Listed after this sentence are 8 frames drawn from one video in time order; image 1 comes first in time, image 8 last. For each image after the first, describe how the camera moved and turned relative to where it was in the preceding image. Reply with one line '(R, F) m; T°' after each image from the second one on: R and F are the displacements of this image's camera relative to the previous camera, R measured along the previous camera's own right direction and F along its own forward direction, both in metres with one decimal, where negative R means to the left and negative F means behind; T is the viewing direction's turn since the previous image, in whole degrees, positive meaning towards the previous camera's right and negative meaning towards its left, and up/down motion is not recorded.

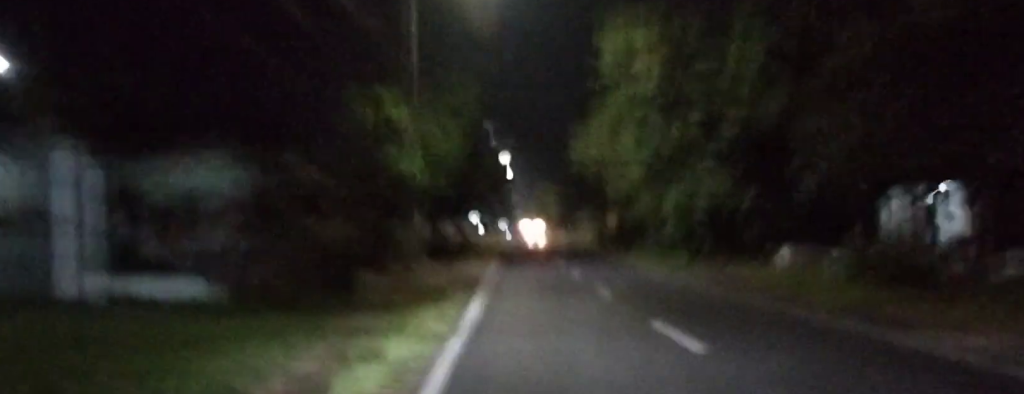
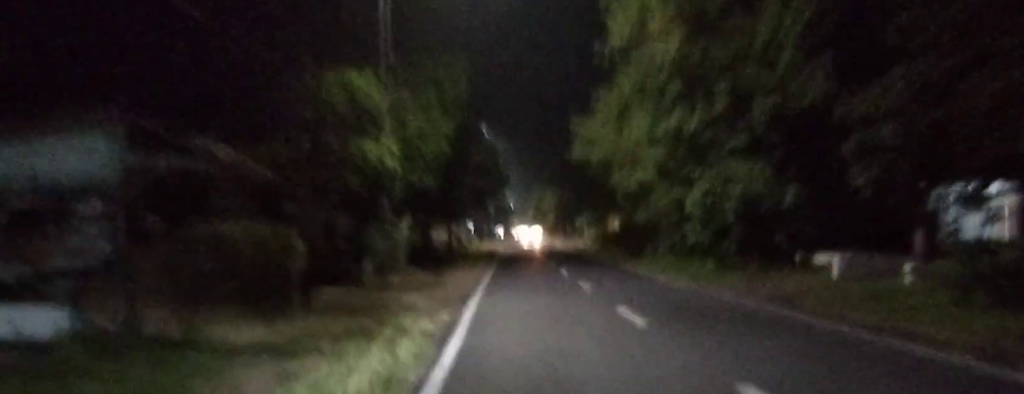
(0.0, +4.9) m; 0°
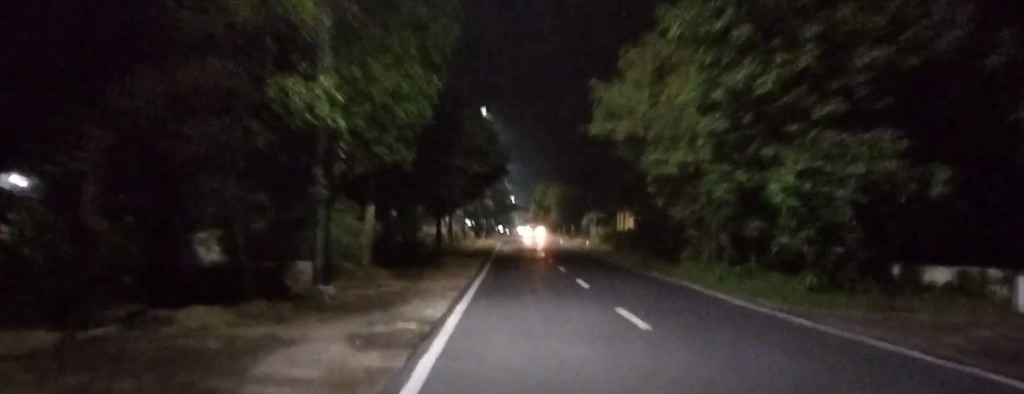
(0.0, +9.1) m; 0°
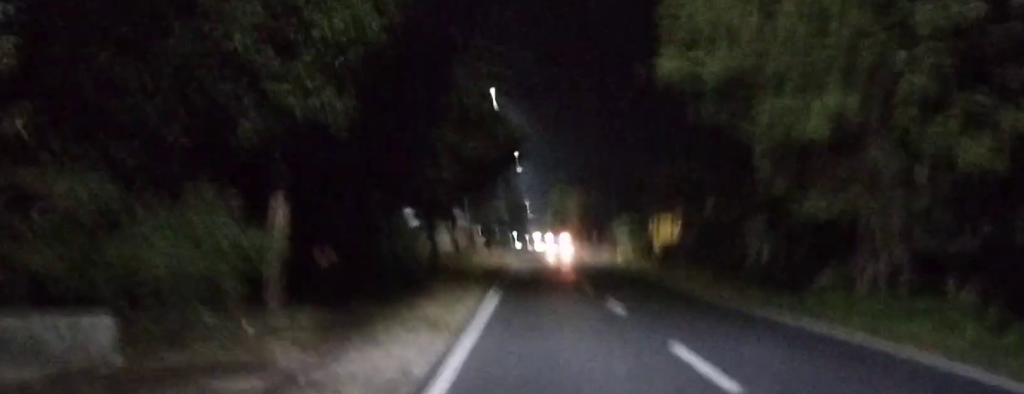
(0.0, +12.5) m; -1°
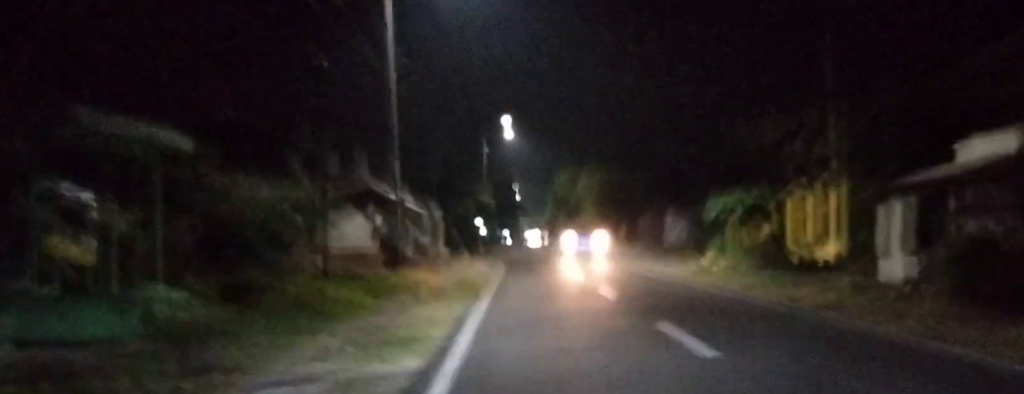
(+1.0, +31.5) m; +2°
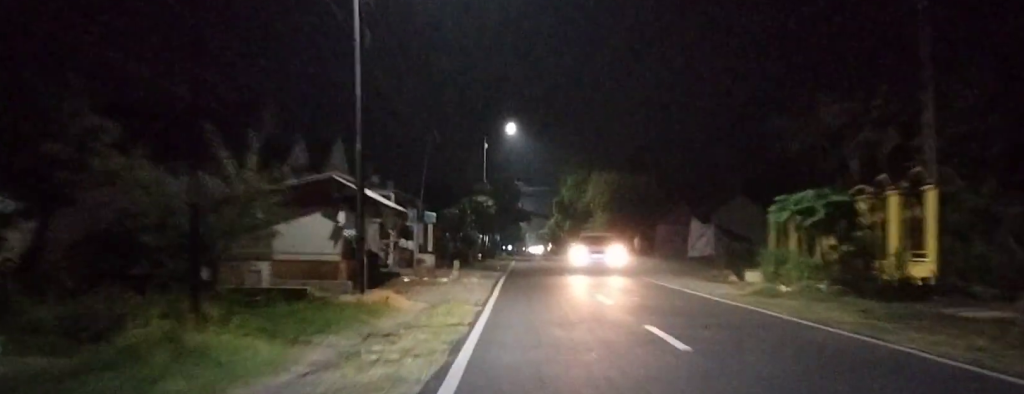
(0.0, +6.3) m; 0°
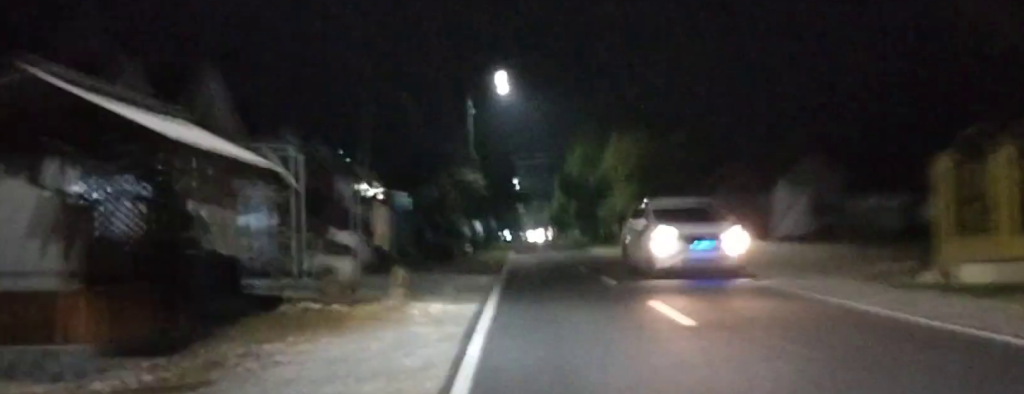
(+0.2, +15.2) m; +1°
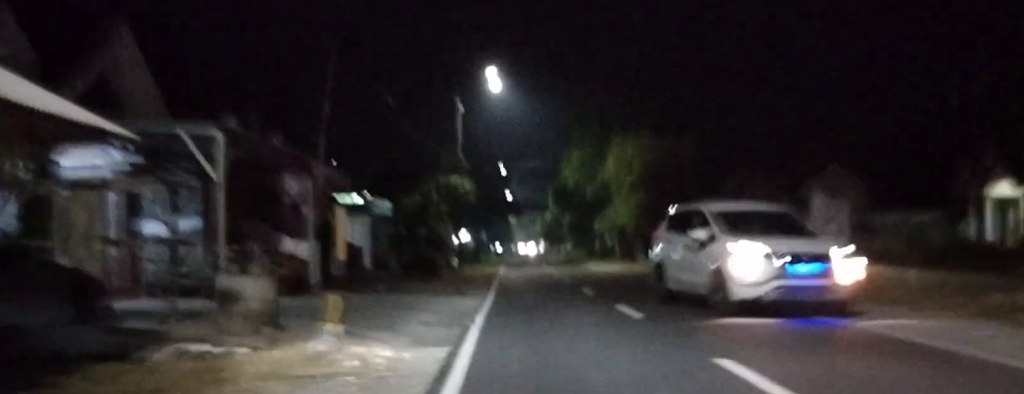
(0.0, +5.4) m; 0°
